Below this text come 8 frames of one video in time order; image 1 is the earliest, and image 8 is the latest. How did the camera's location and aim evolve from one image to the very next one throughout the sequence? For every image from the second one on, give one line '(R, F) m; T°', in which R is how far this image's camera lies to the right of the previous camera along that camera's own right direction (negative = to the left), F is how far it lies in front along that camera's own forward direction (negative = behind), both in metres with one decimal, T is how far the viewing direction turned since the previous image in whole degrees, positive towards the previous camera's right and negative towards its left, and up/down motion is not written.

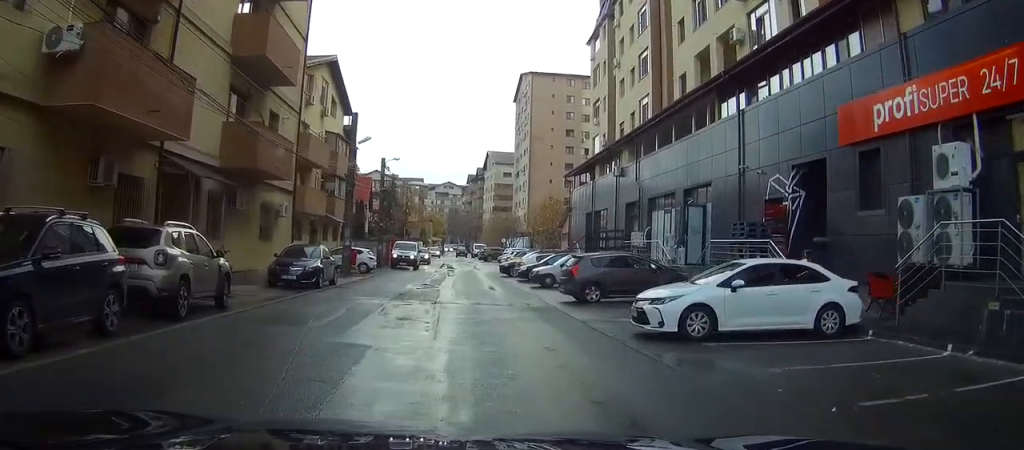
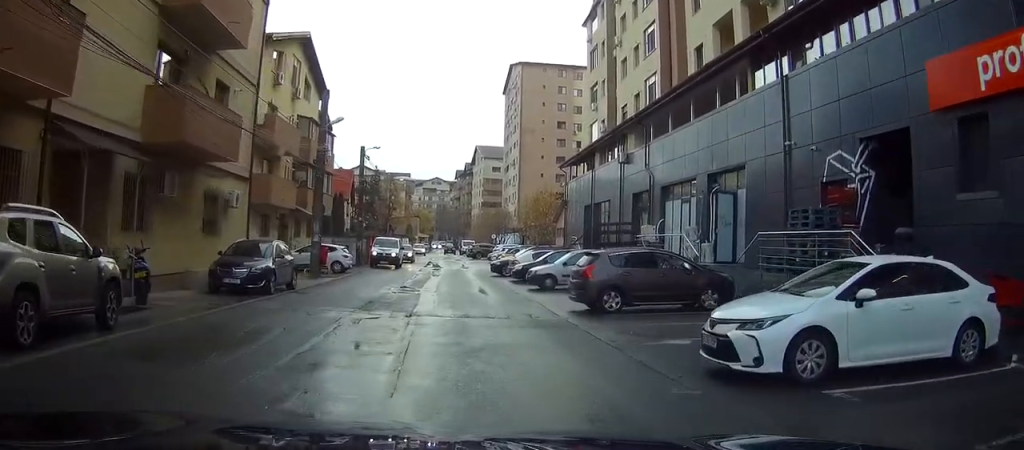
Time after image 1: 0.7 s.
(-0.1, +4.6) m; +1°
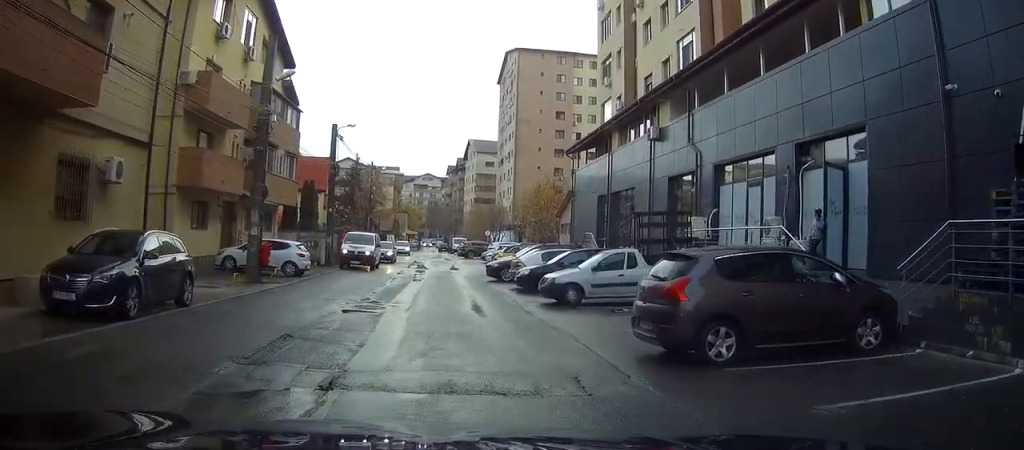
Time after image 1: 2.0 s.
(+0.4, +8.6) m; +4°
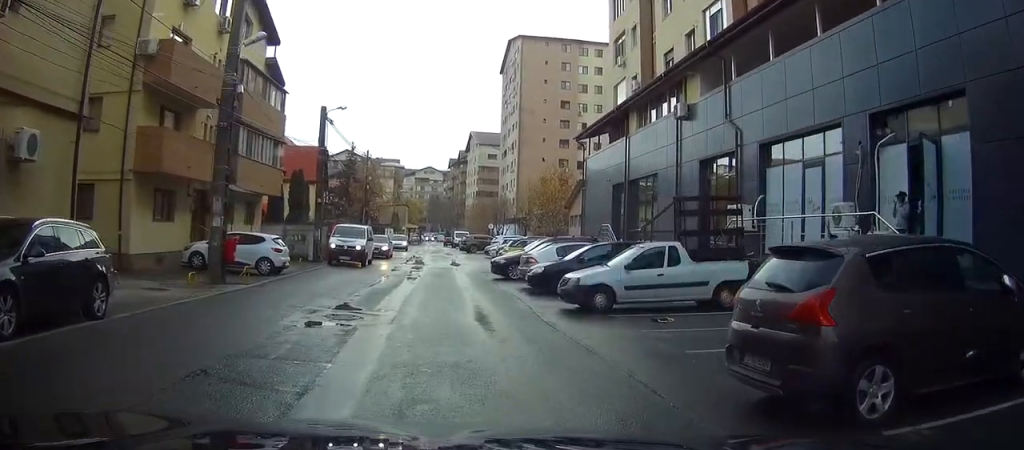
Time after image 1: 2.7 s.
(0.0, +4.3) m; +1°
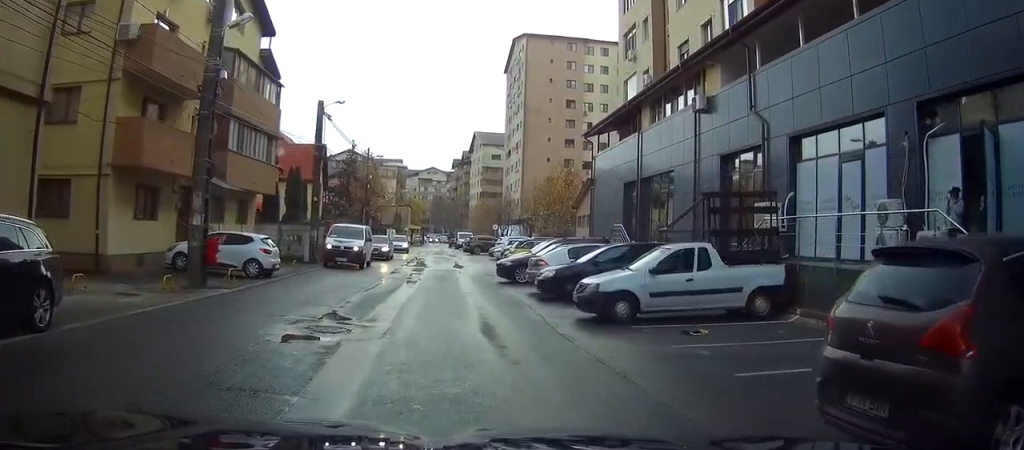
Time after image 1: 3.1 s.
(-0.1, +2.6) m; 0°
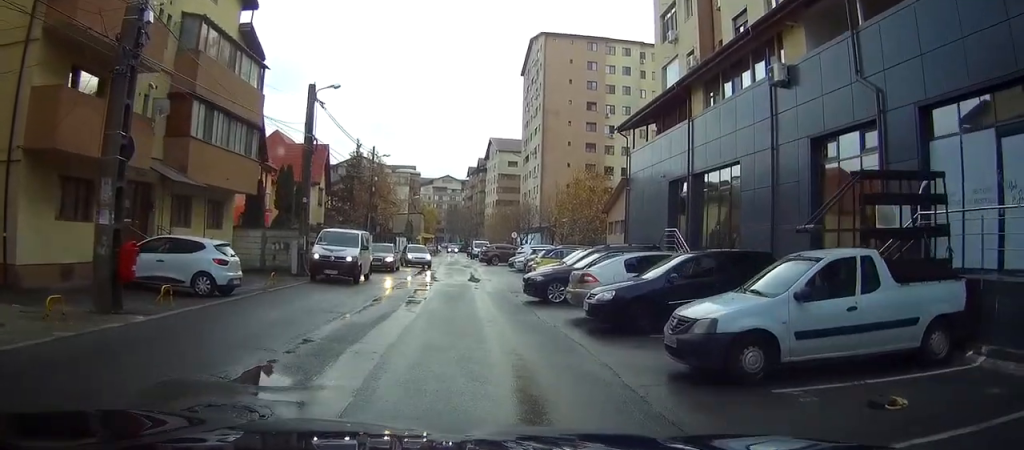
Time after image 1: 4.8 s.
(+0.4, +6.7) m; +1°
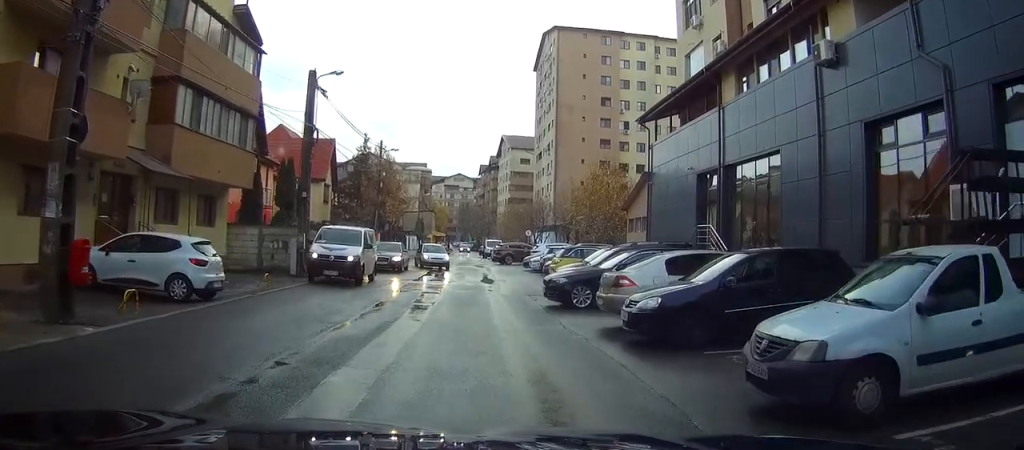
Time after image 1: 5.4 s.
(0.0, +2.1) m; -2°
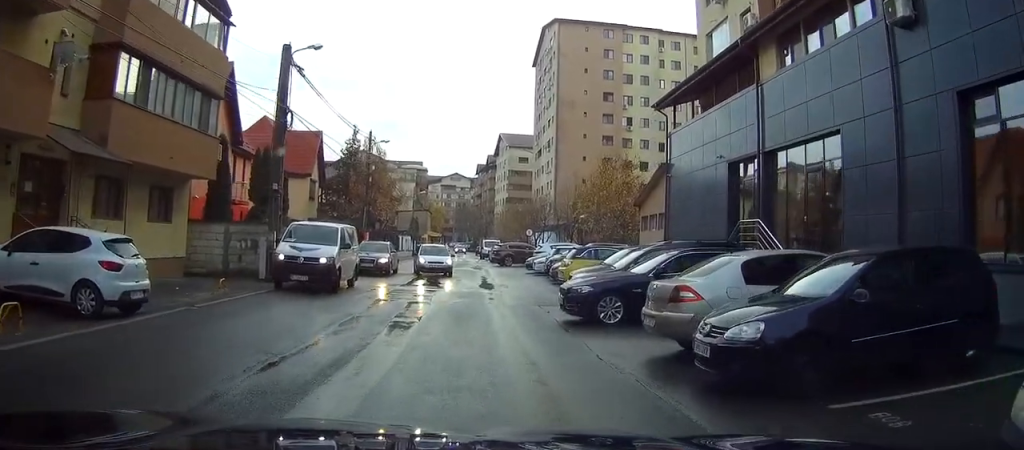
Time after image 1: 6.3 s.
(-0.2, +3.5) m; 0°
